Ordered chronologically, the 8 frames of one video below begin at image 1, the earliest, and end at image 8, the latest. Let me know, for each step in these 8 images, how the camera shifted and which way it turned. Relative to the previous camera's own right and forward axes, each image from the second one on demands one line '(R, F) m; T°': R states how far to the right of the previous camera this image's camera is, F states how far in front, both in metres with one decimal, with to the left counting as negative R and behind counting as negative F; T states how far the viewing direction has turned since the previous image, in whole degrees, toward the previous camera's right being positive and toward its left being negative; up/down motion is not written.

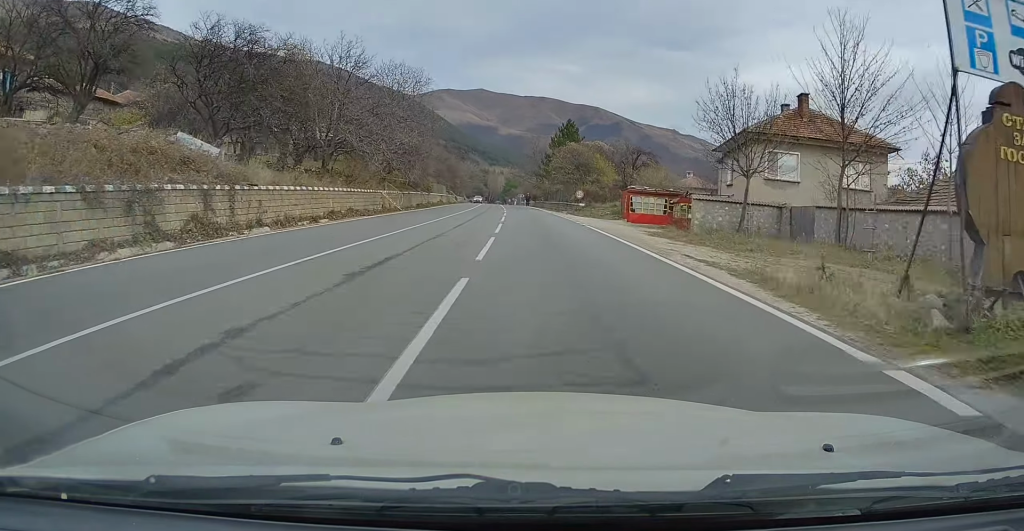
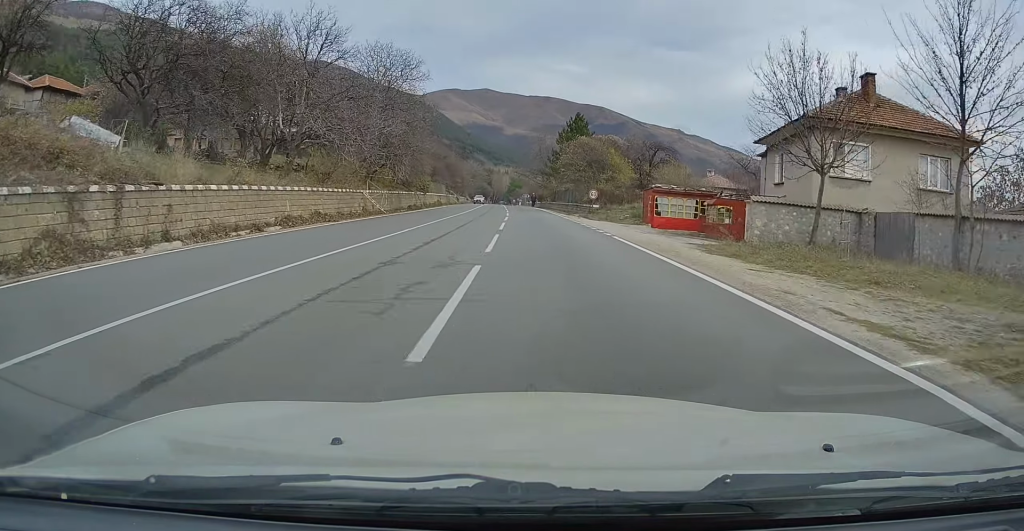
(0.0, +7.1) m; 0°
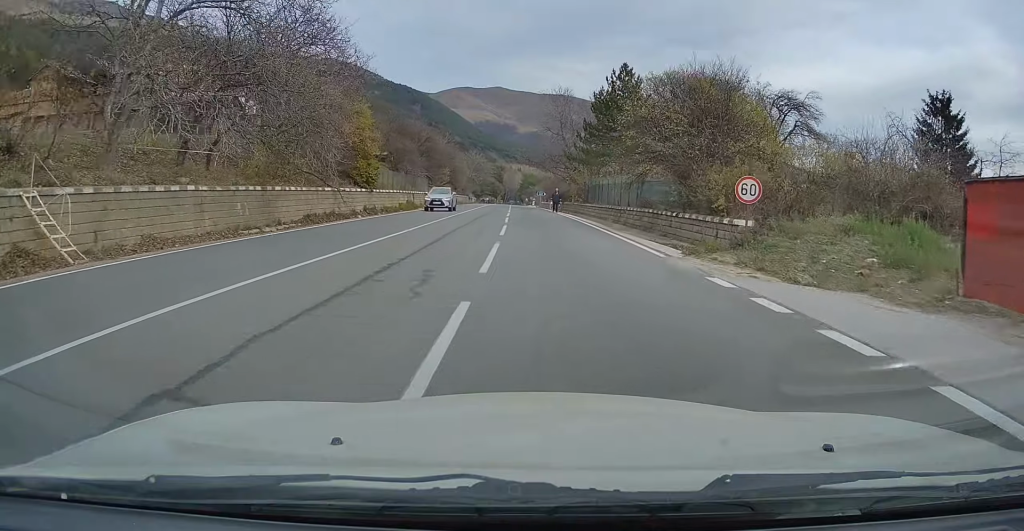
(-0.2, +30.3) m; -1°
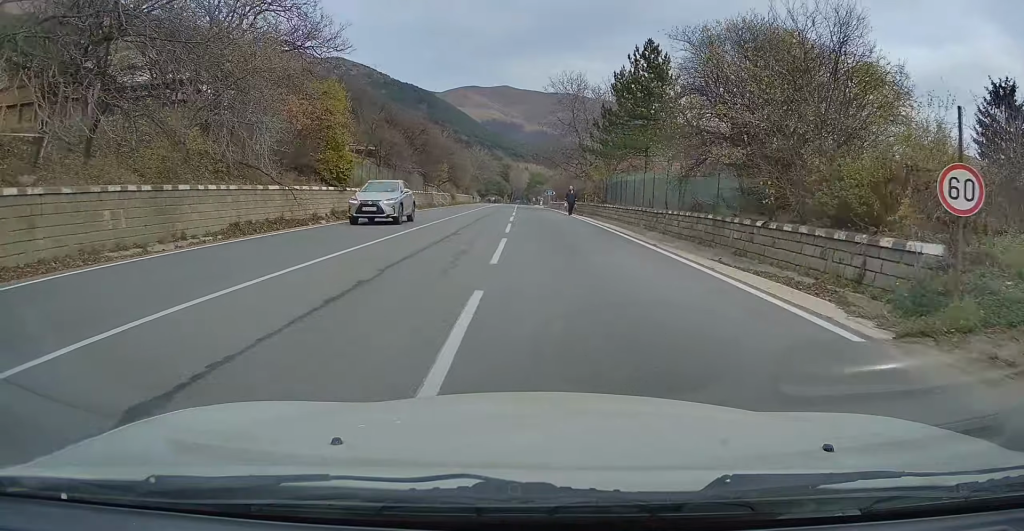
(+0.1, +8.1) m; -1°
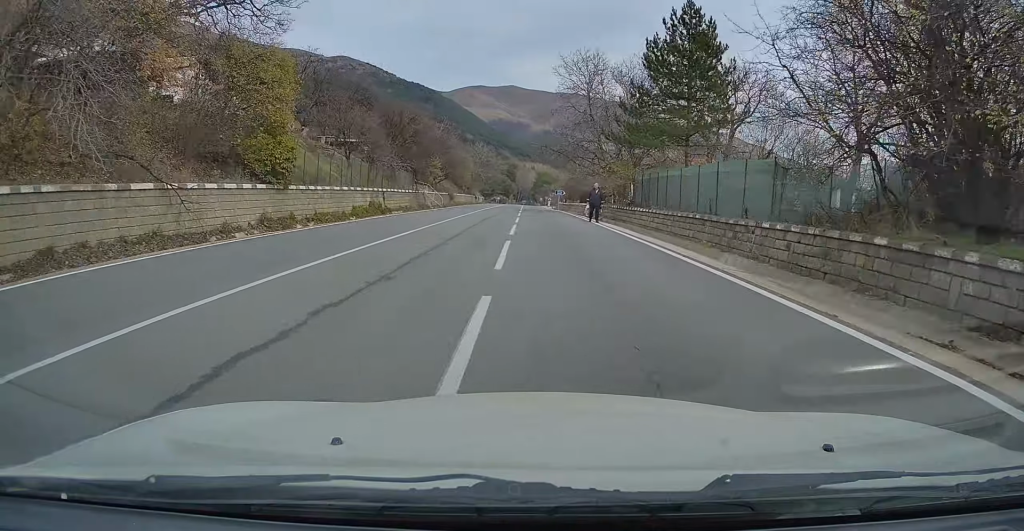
(-0.2, +9.7) m; -1°
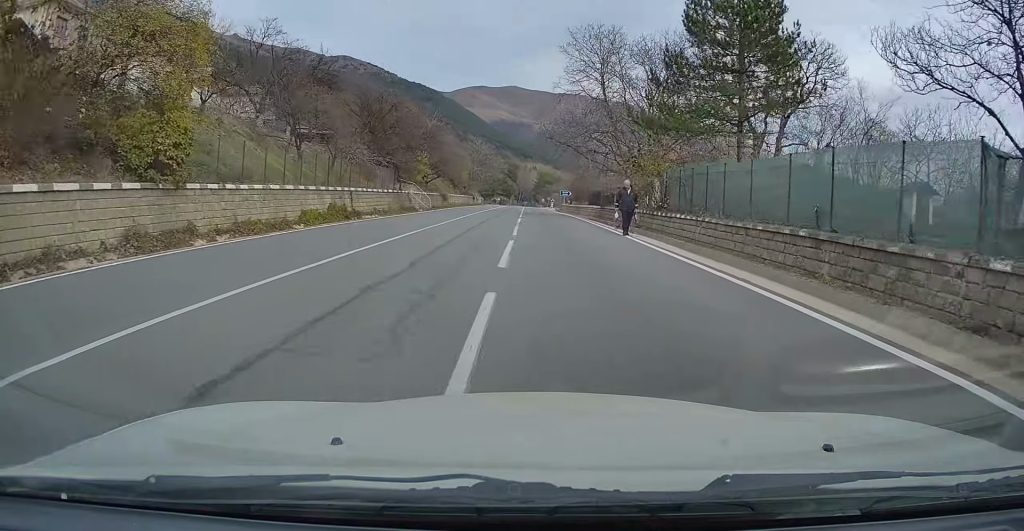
(-0.1, +8.6) m; -1°
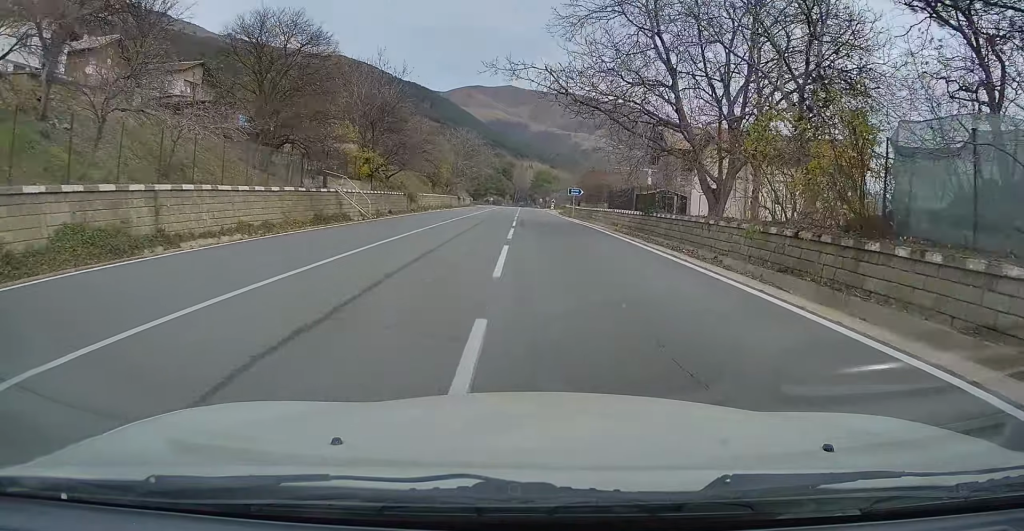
(+0.1, +19.4) m; +1°
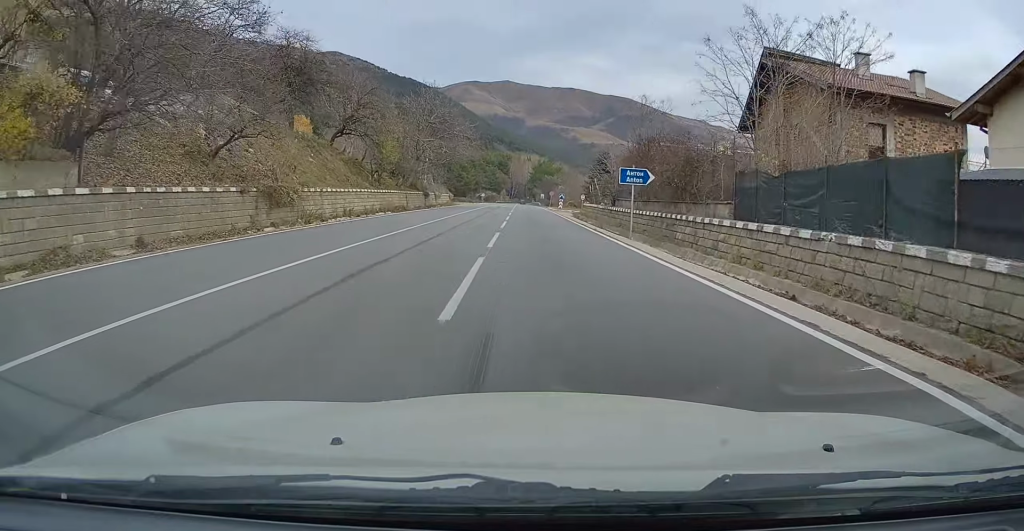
(+0.1, +30.4) m; 0°
